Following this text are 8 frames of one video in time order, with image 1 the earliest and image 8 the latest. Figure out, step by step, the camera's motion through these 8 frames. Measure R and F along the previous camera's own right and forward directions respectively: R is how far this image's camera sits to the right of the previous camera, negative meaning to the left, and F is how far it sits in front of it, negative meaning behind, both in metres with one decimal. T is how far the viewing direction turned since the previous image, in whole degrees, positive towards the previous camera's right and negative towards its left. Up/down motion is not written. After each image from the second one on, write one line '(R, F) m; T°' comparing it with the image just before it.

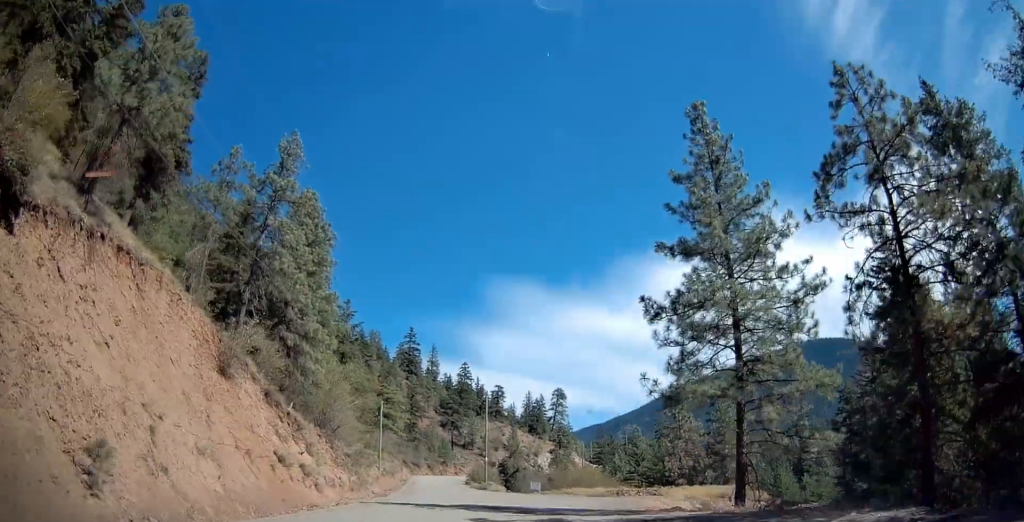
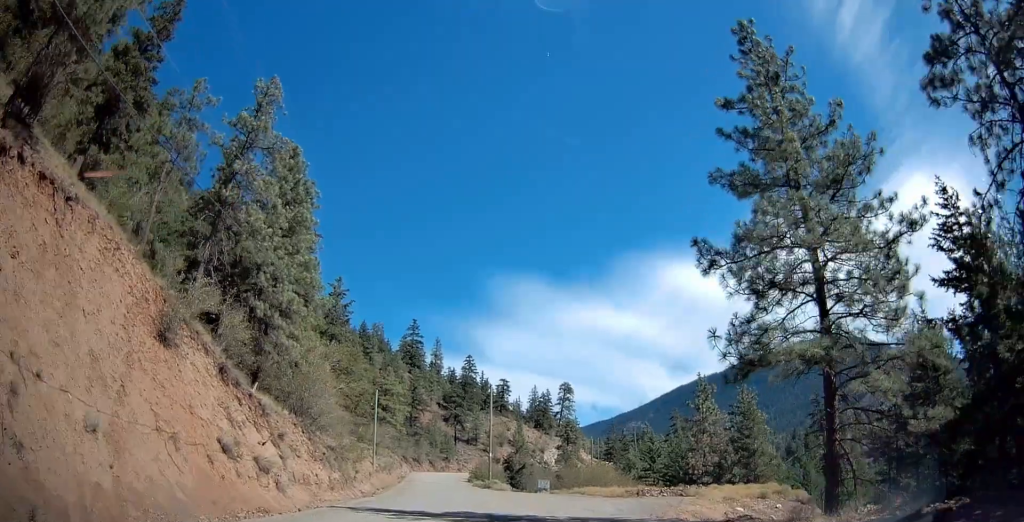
(+0.1, +5.9) m; 0°
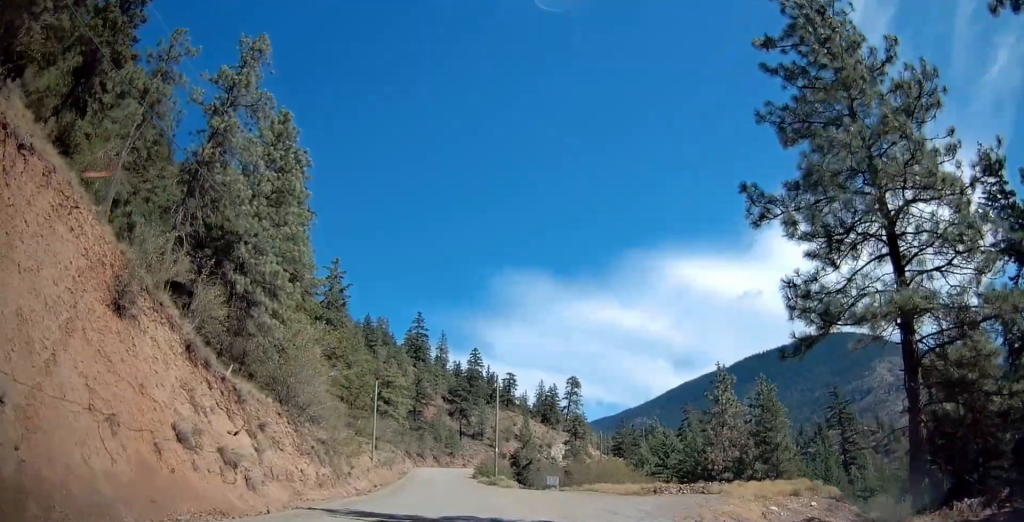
(-0.1, +3.5) m; -1°
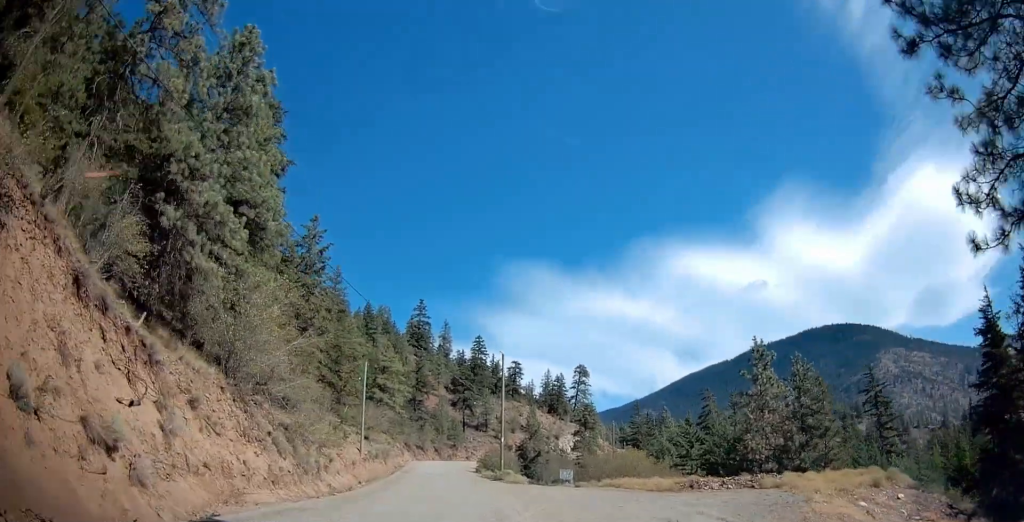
(0.0, +7.3) m; 0°
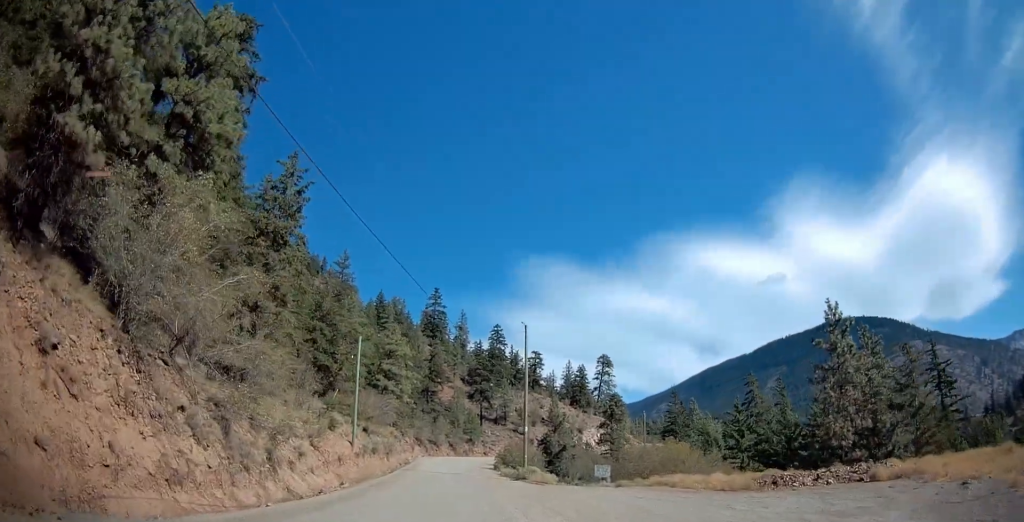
(0.0, +9.2) m; -4°
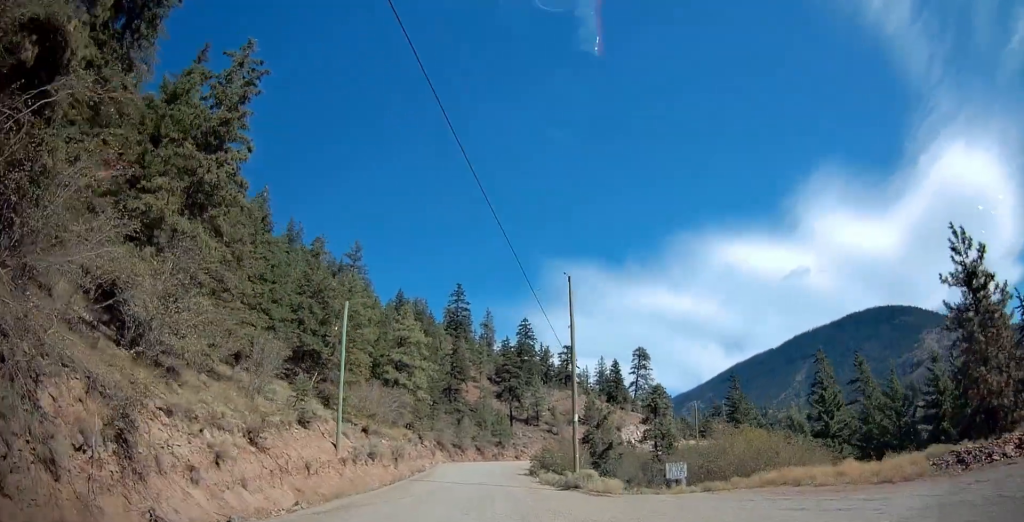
(-0.5, +11.8) m; -2°
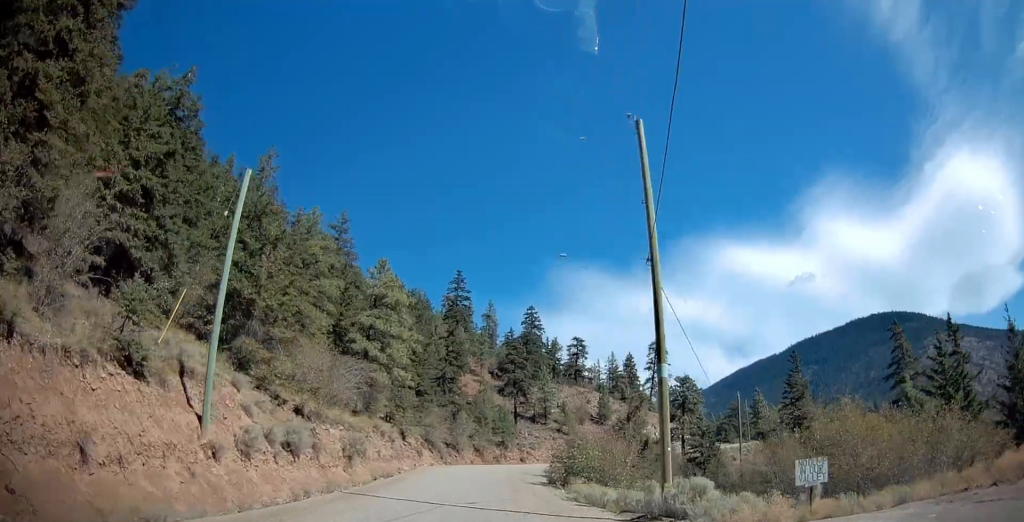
(-0.1, +15.2) m; 0°
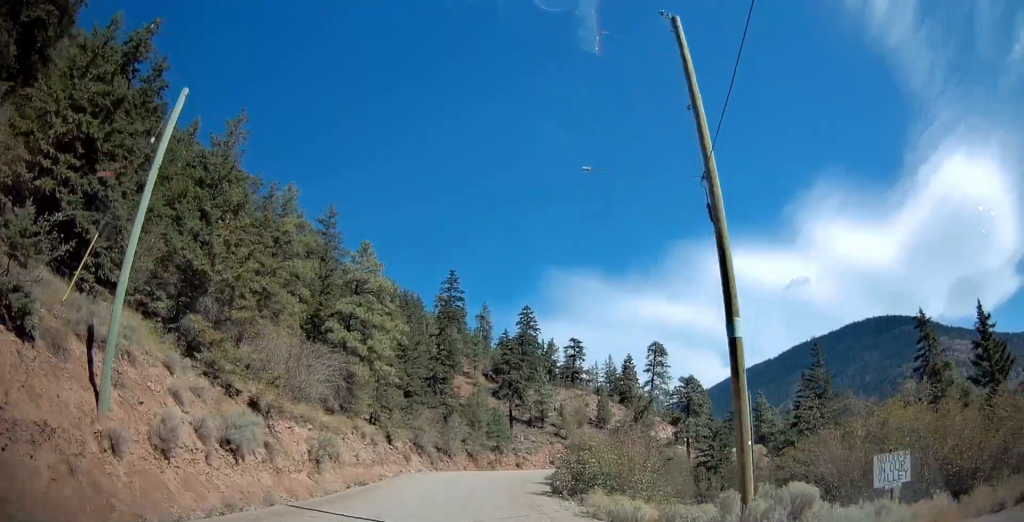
(+0.3, +4.9) m; 0°
